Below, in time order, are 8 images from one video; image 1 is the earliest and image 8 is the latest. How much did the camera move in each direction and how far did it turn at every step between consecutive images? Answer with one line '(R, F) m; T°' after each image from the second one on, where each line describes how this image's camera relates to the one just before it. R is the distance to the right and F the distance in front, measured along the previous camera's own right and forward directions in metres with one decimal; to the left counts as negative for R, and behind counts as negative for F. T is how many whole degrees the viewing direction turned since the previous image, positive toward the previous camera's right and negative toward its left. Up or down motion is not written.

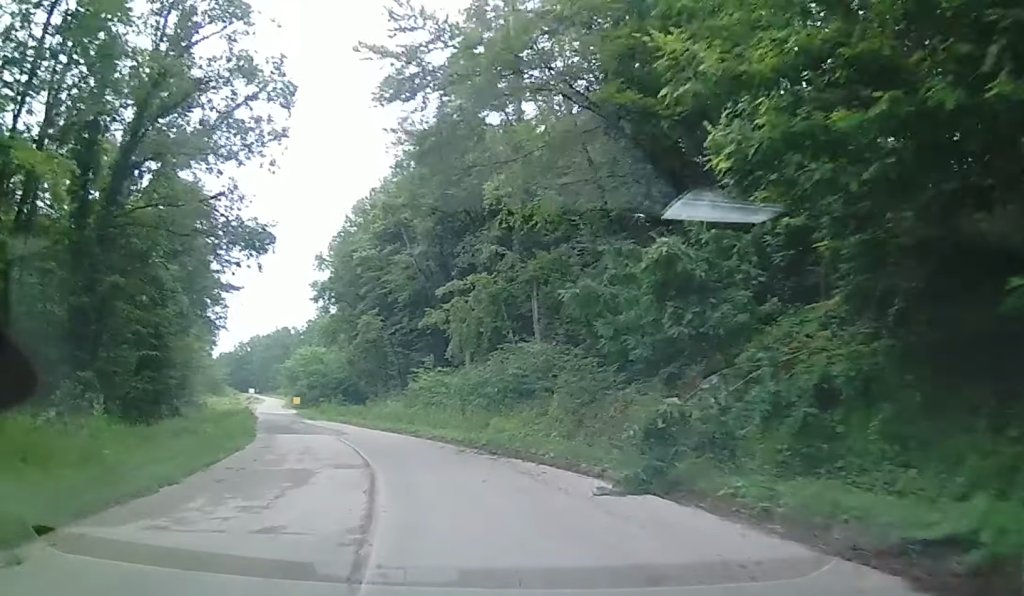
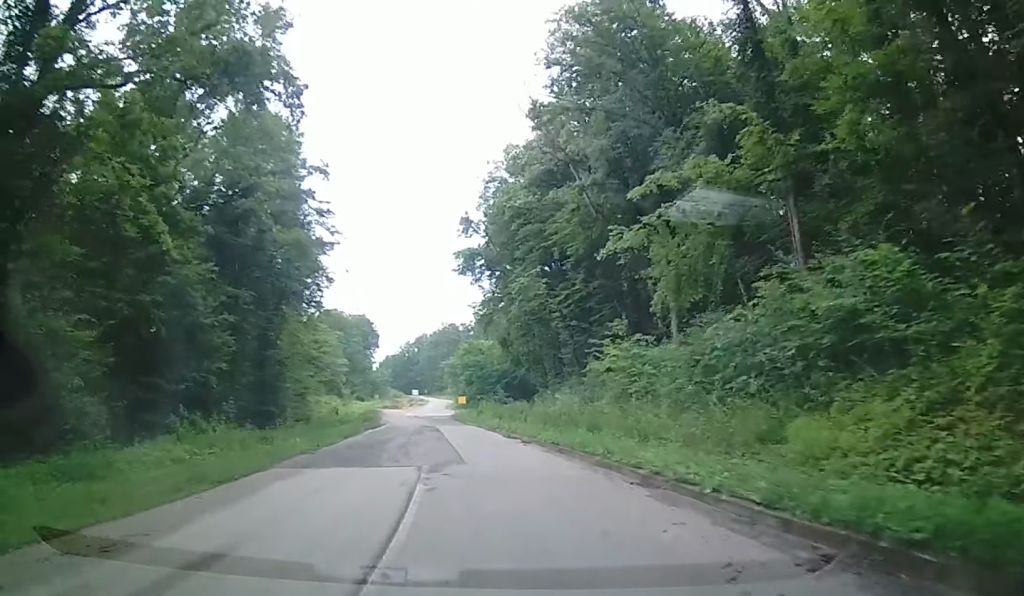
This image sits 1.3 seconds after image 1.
(-1.5, +15.3) m; -10°
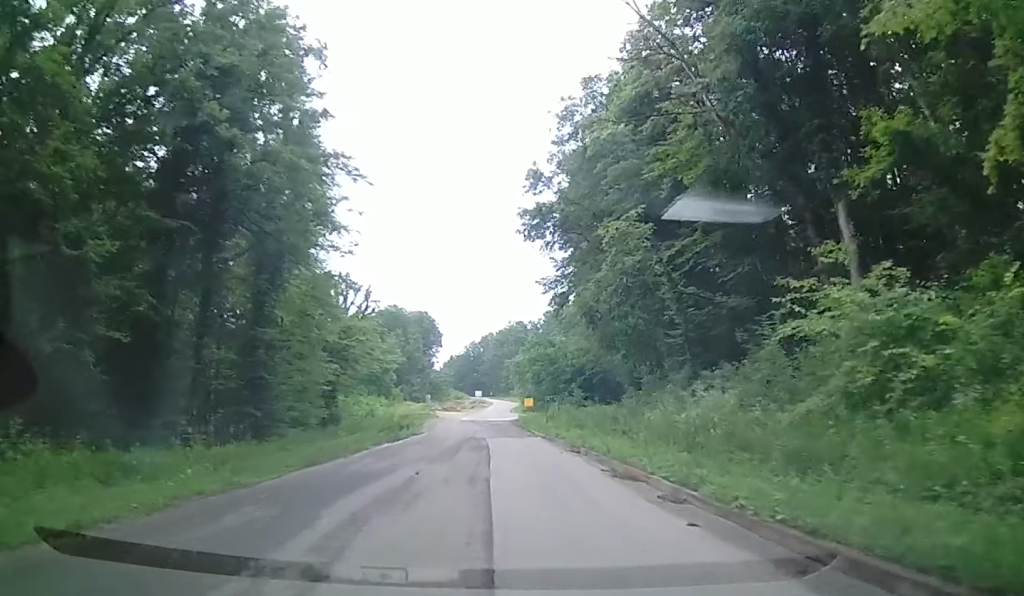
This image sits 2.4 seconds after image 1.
(-0.7, +13.2) m; -4°
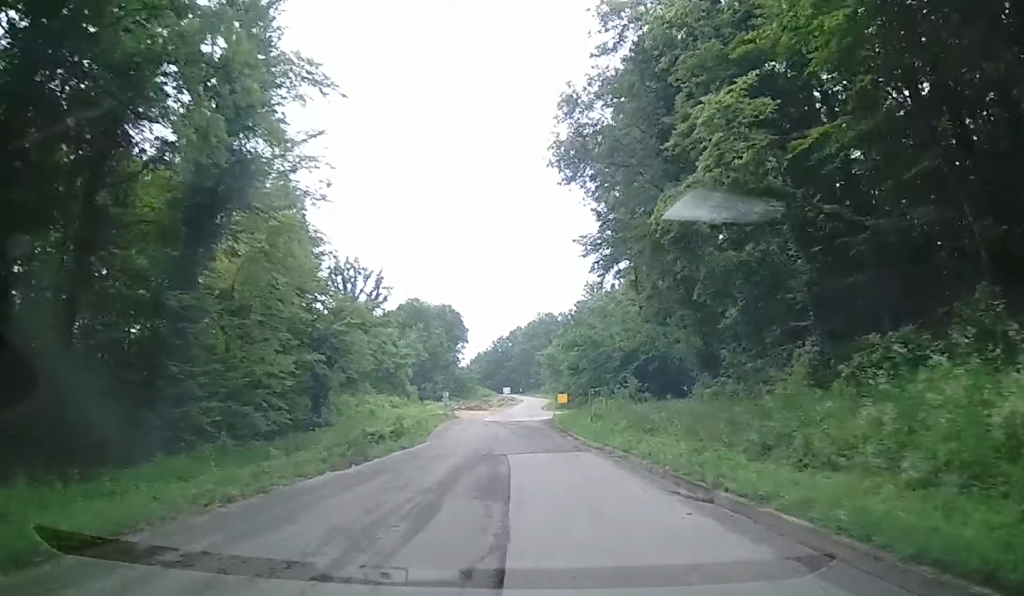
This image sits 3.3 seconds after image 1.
(-0.1, +11.2) m; -3°
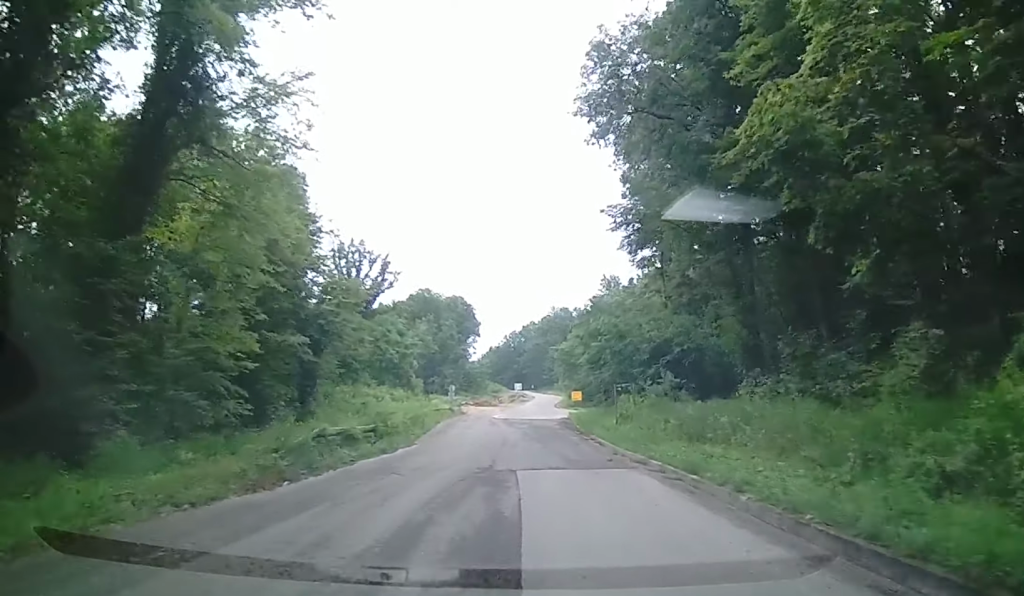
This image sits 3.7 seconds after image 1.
(-0.2, +5.3) m; -2°
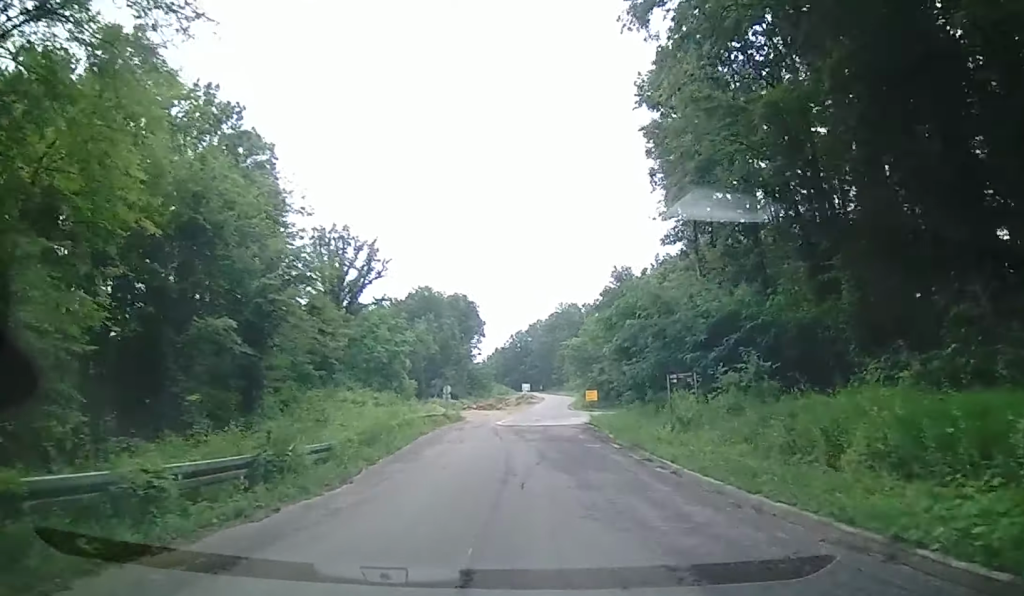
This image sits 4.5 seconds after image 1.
(-0.2, +9.6) m; -1°
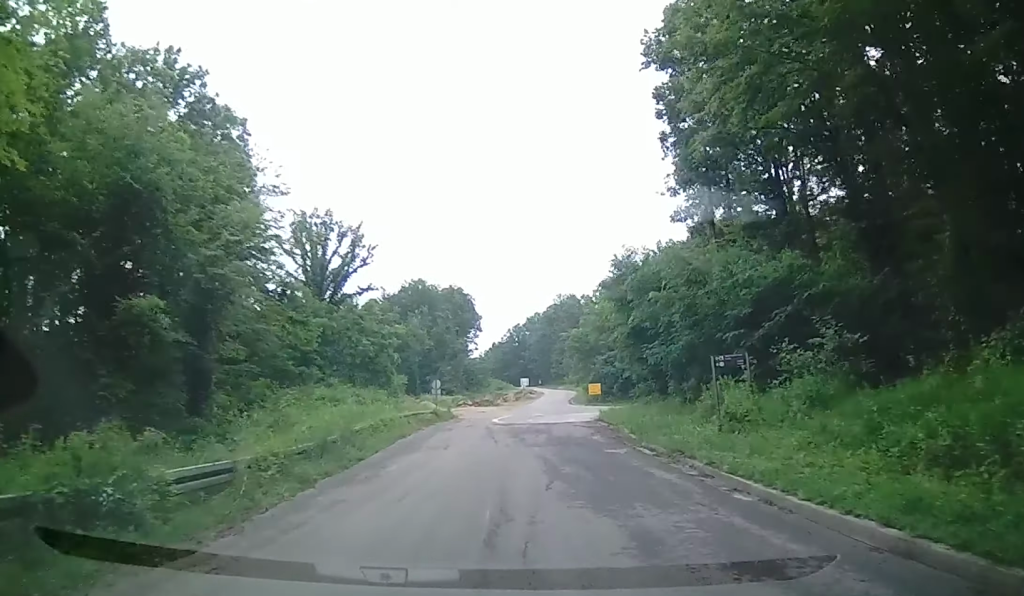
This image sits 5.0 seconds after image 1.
(0.0, +5.1) m; 0°
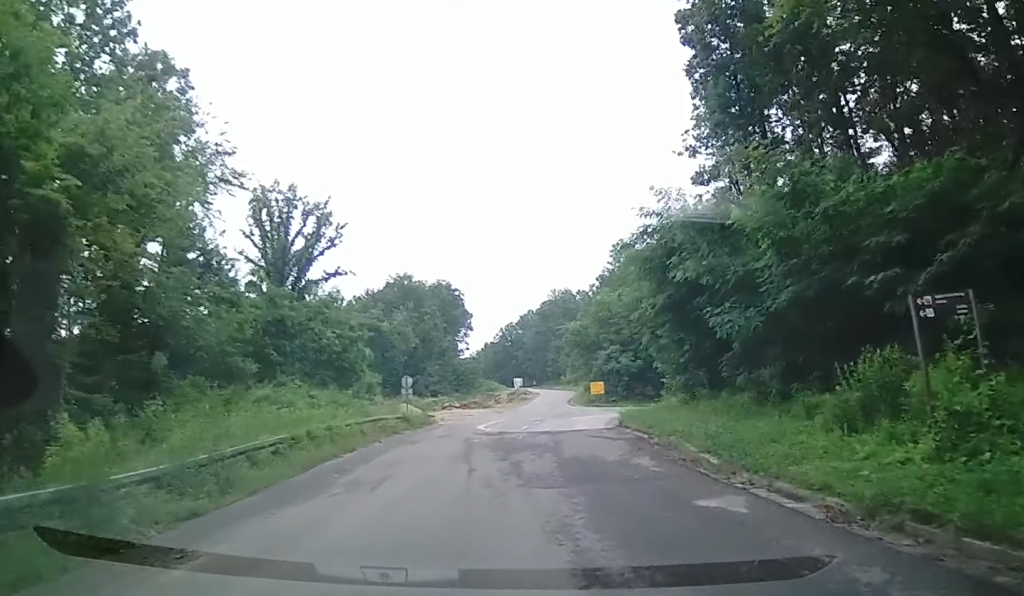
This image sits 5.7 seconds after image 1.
(+0.1, +8.6) m; 0°
